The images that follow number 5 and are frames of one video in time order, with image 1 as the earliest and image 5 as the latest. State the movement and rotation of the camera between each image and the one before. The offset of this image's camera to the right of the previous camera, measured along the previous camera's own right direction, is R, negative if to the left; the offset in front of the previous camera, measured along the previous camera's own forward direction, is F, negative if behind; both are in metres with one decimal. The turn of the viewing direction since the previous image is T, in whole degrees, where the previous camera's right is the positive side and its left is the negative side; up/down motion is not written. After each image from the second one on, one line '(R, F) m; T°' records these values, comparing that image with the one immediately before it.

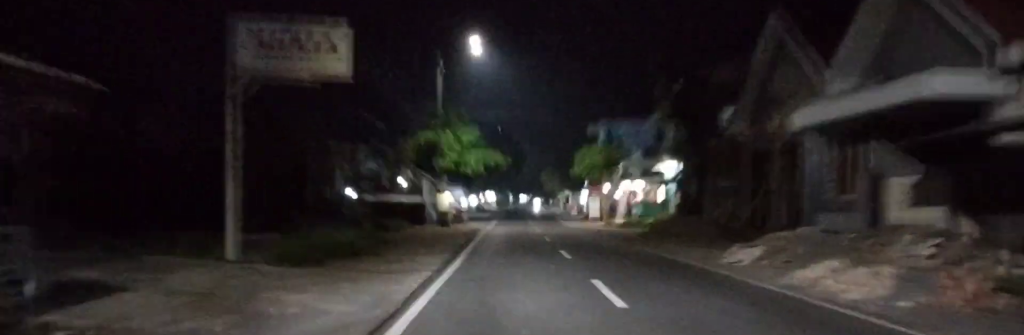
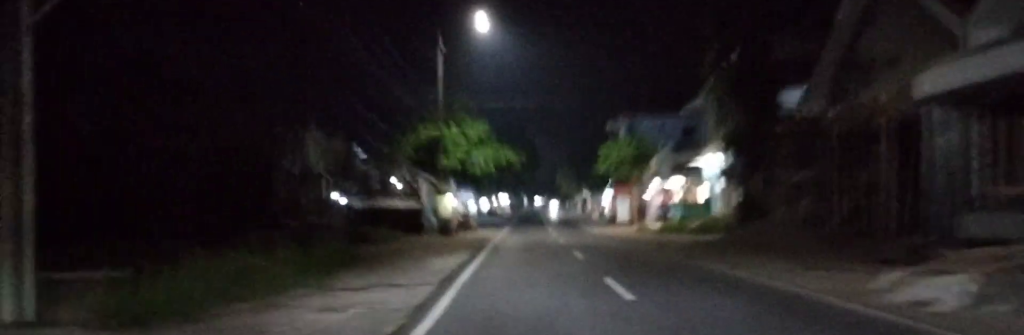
(+0.1, +6.8) m; 0°
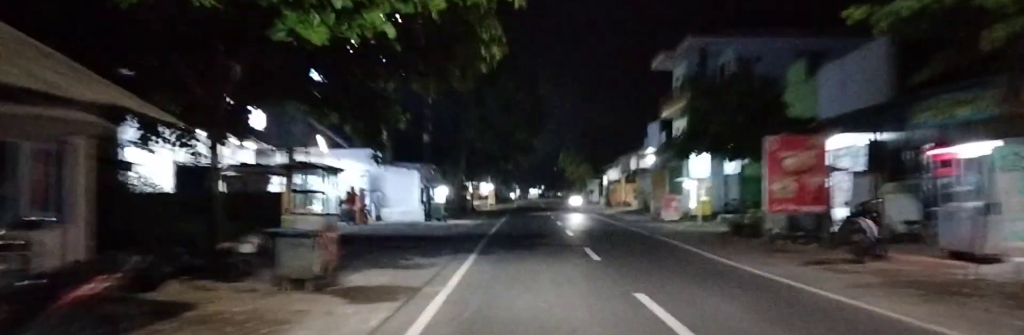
(0.0, +33.3) m; 0°
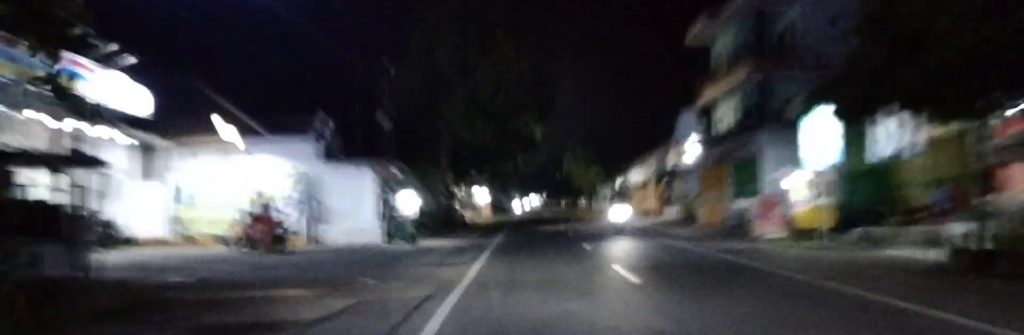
(0.0, +11.2) m; -1°
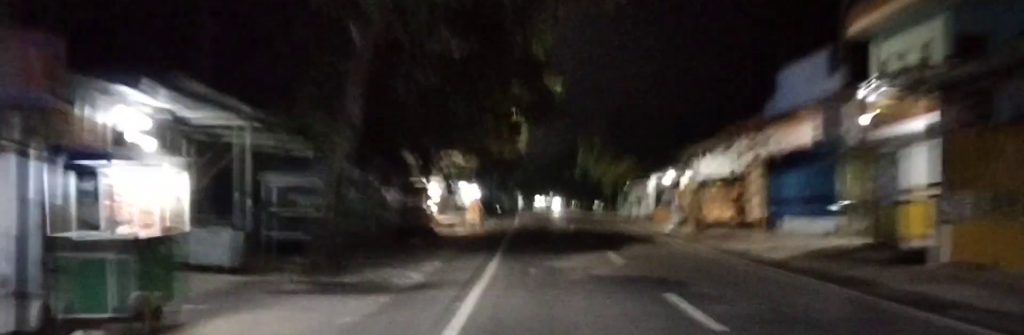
(-0.3, +19.0) m; -2°
